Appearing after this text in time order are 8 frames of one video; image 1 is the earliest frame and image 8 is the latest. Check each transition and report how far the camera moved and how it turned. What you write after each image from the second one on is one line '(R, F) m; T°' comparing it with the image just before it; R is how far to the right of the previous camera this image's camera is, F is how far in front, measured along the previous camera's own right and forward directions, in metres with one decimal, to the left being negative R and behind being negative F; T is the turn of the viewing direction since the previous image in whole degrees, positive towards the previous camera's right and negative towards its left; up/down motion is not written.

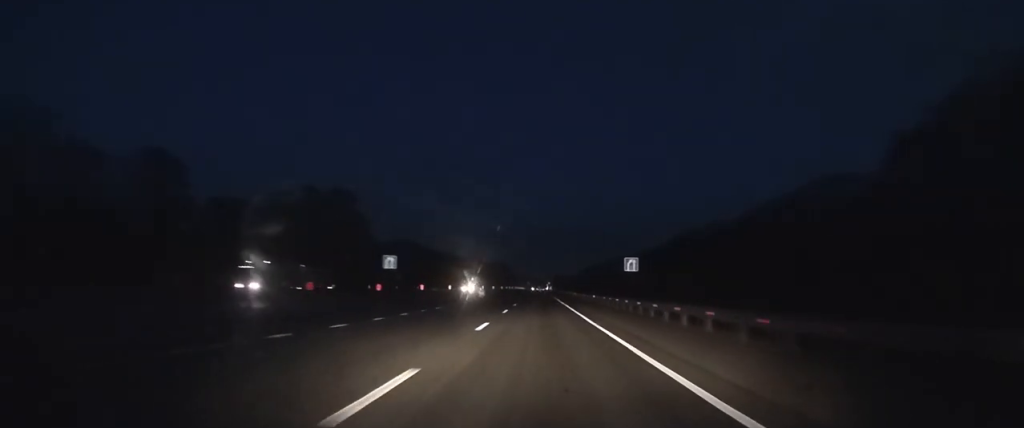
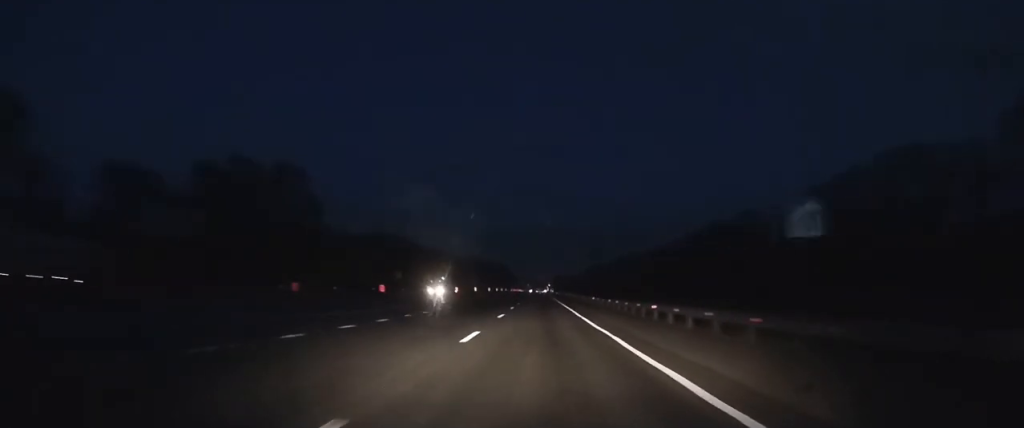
(0.0, +24.9) m; 0°
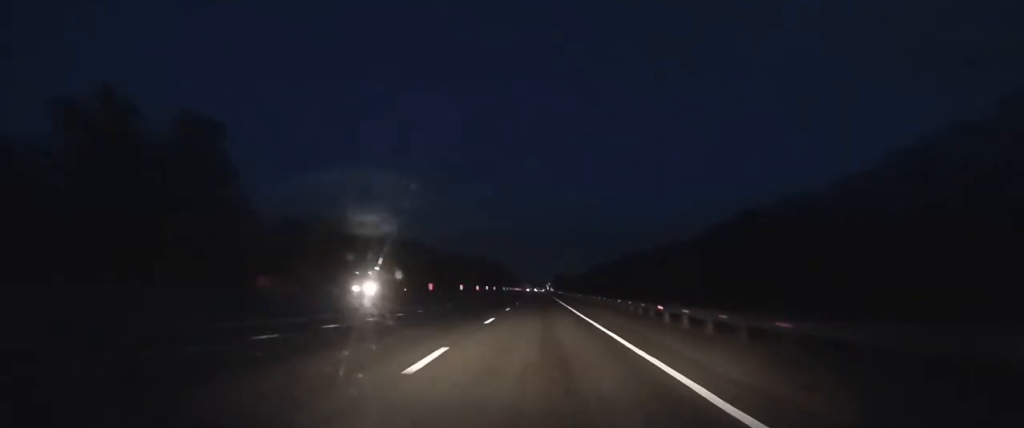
(+0.1, +30.8) m; 0°
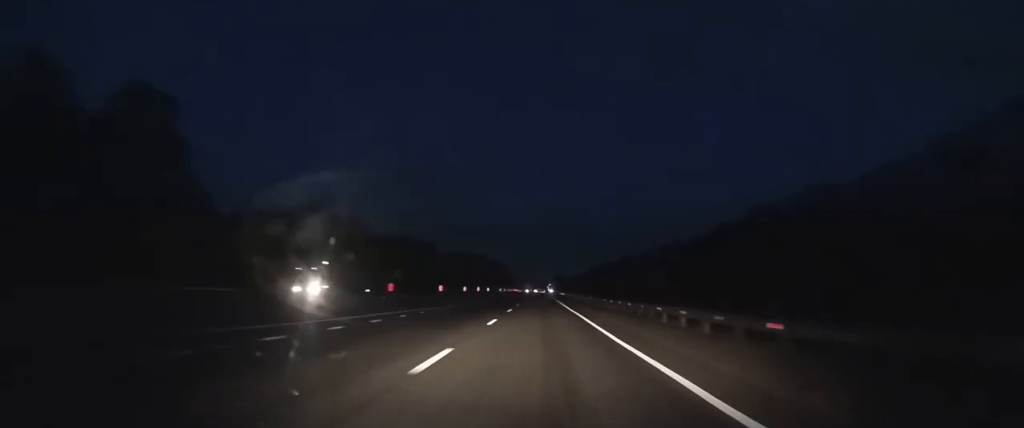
(0.0, +12.1) m; 0°
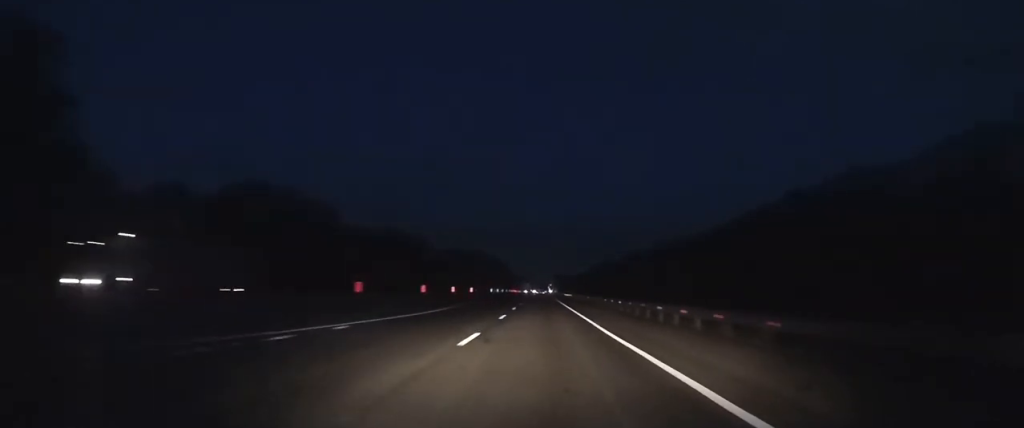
(0.0, +20.0) m; 0°
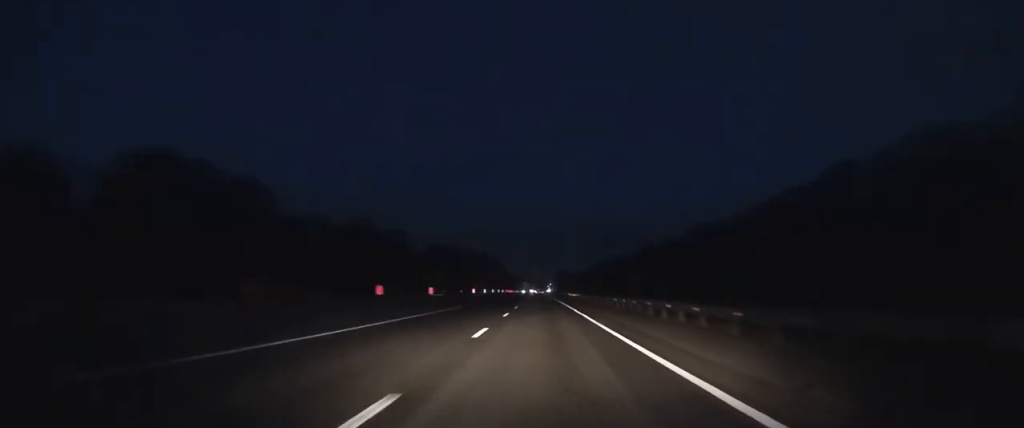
(0.0, +20.1) m; 0°
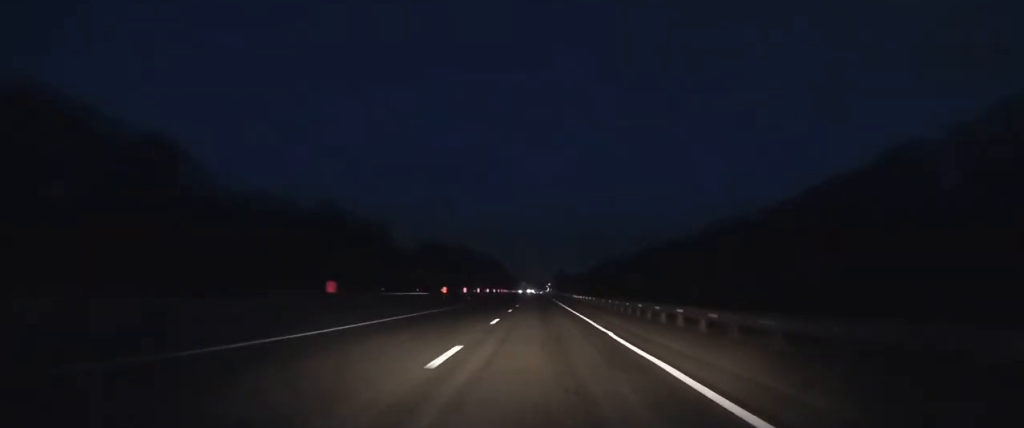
(0.0, +17.3) m; 0°
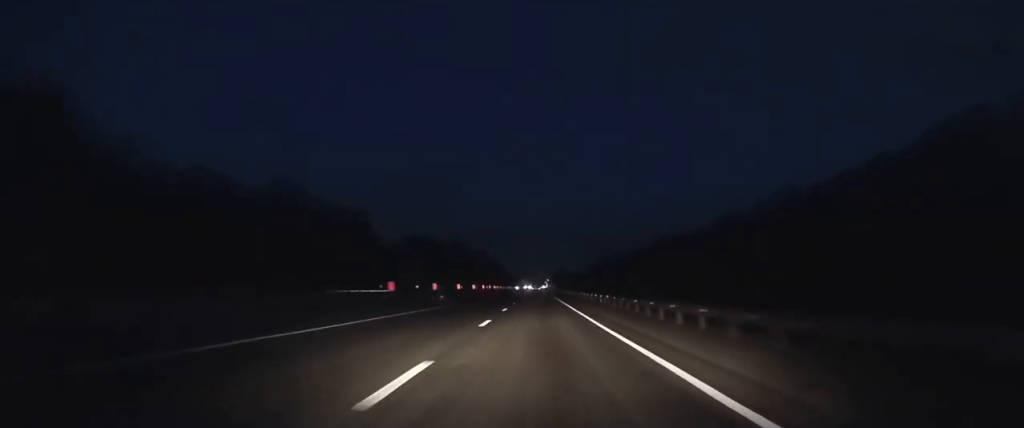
(0.0, +15.3) m; 0°
